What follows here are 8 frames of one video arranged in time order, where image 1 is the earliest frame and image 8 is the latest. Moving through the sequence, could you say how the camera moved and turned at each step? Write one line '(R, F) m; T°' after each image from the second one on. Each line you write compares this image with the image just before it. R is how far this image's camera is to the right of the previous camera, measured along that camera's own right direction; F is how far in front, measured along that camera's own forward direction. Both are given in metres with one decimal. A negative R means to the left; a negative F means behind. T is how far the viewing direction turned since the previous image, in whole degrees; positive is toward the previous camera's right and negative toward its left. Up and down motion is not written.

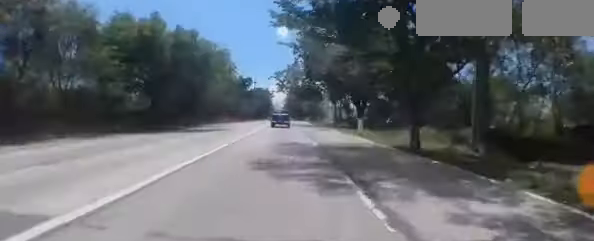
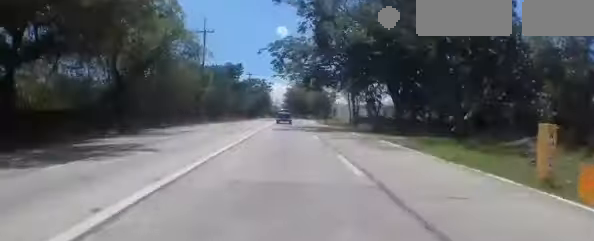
(+0.3, +15.9) m; +2°
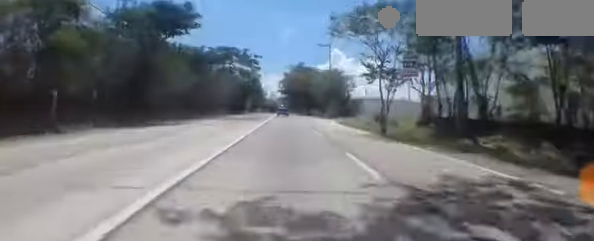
(+0.5, +28.4) m; 0°
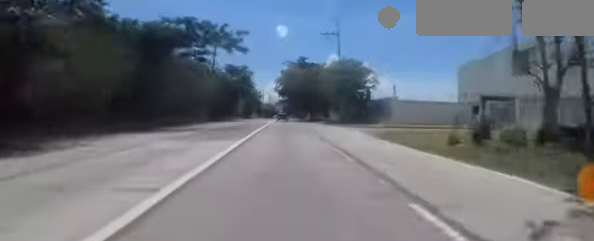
(-0.2, +13.1) m; 0°
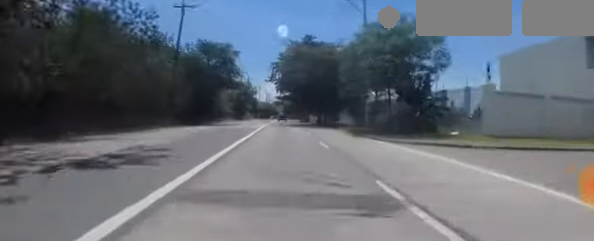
(+0.2, +16.6) m; 0°
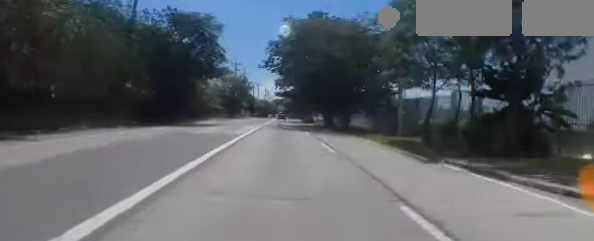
(-0.3, +10.2) m; -1°
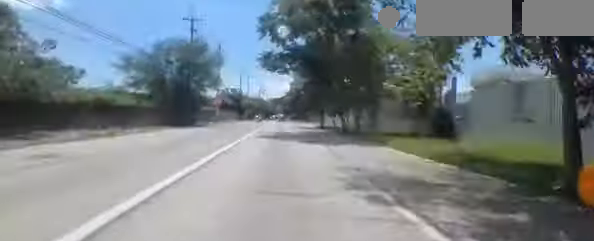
(0.0, +35.9) m; +1°
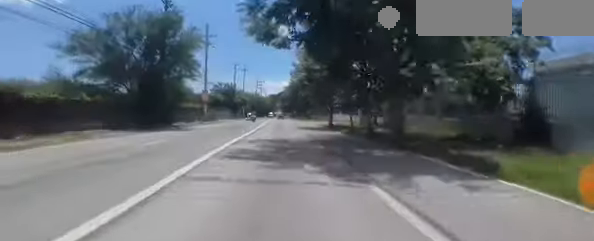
(+0.1, +7.3) m; 0°
